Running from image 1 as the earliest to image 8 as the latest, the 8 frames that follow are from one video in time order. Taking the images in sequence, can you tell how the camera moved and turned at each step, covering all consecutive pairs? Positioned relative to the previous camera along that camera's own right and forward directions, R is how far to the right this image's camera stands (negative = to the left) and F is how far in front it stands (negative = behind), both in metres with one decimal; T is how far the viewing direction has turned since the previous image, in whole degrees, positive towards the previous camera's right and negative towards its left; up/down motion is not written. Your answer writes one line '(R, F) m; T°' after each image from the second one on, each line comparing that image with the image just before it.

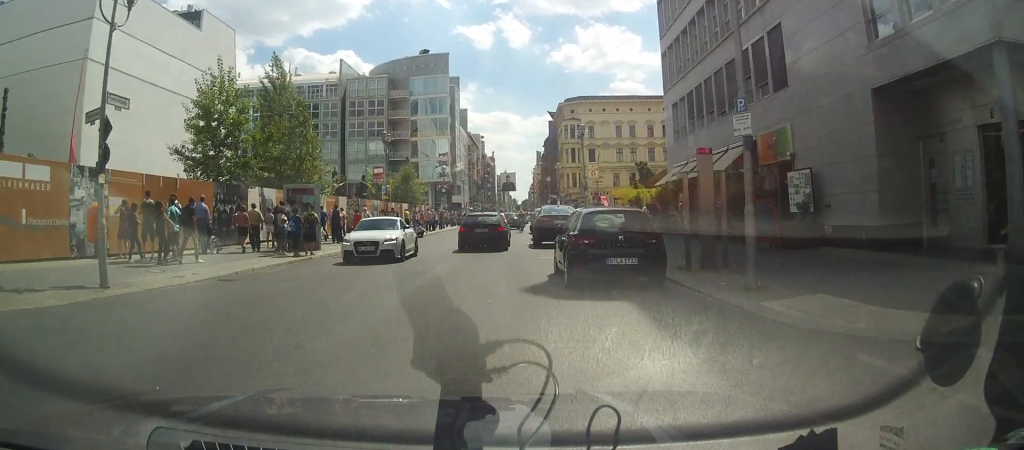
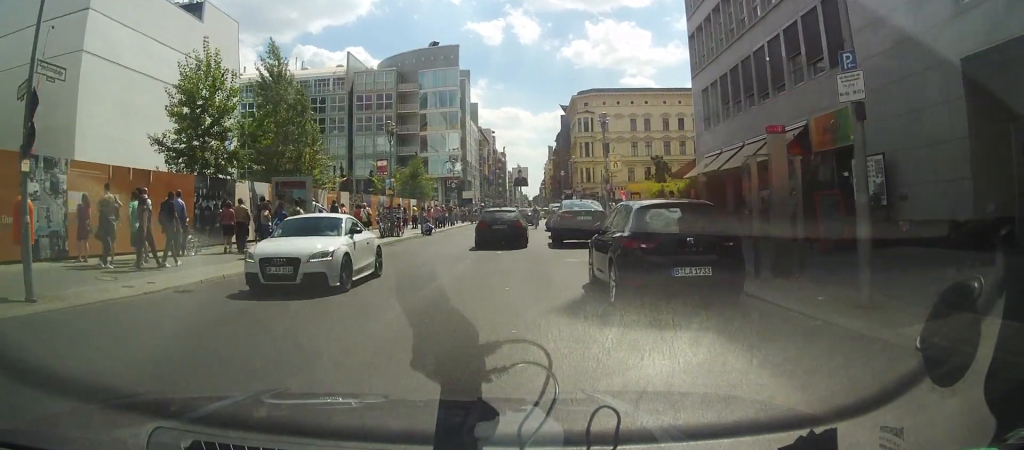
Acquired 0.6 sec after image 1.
(+0.1, +2.8) m; +3°
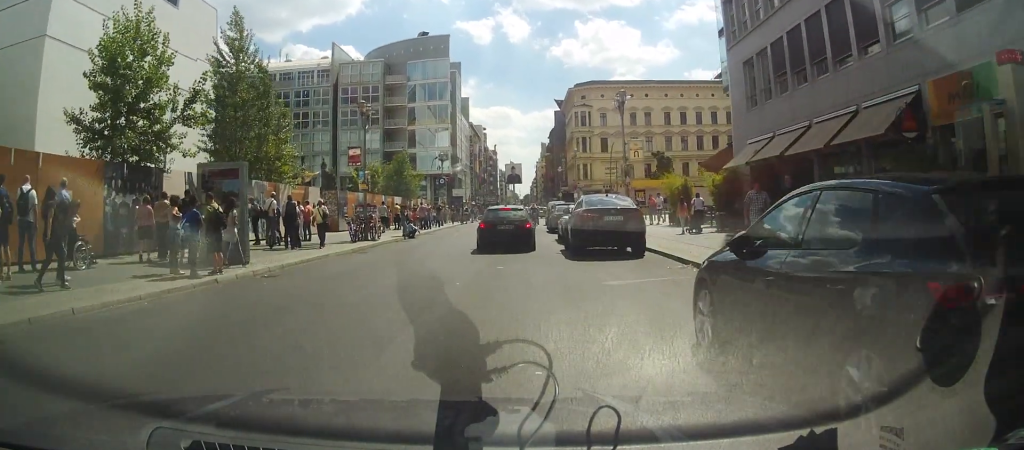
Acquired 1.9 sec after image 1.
(0.0, +5.7) m; 0°
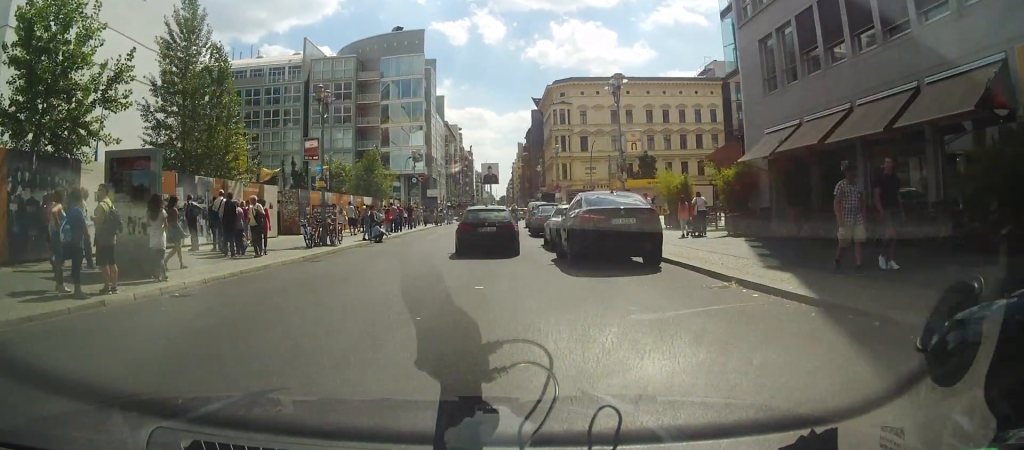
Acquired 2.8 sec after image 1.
(0.0, +3.7) m; 0°
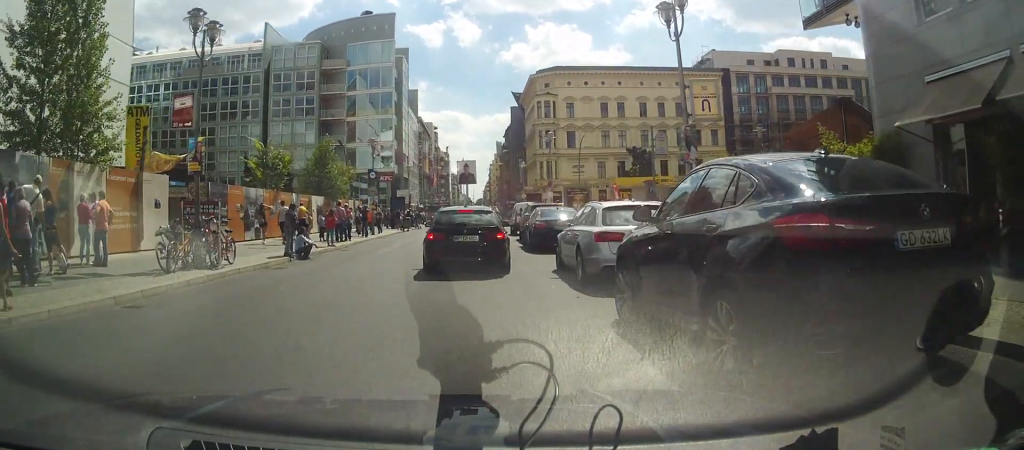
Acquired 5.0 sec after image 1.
(+0.2, +9.5) m; +3°
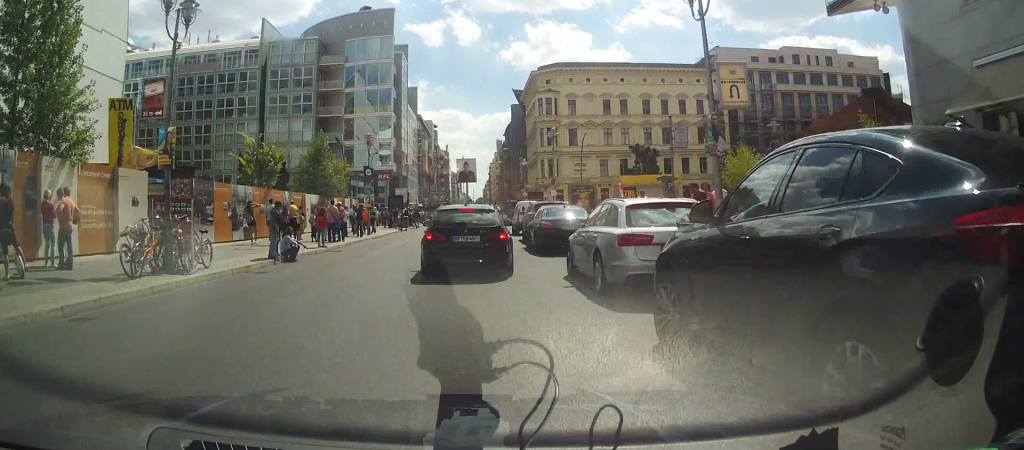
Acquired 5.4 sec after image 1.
(+0.1, +1.5) m; 0°
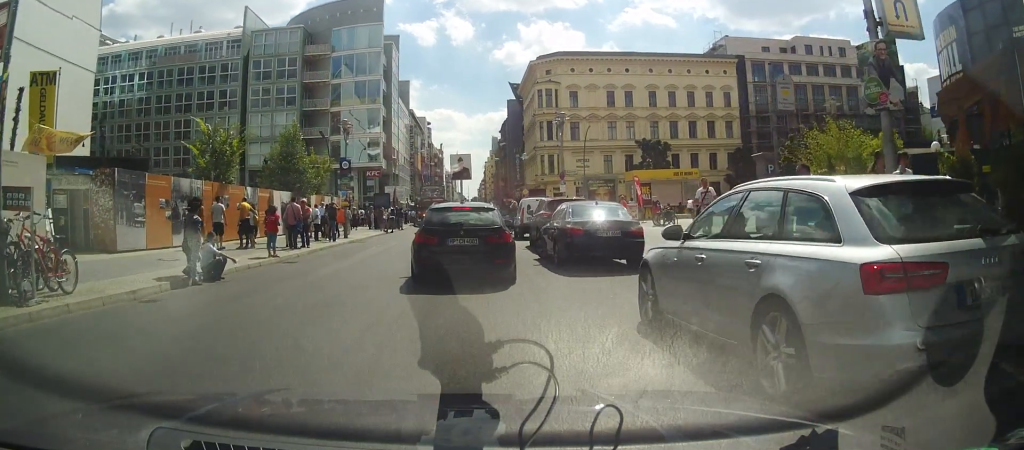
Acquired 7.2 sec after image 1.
(-0.1, +5.7) m; +2°
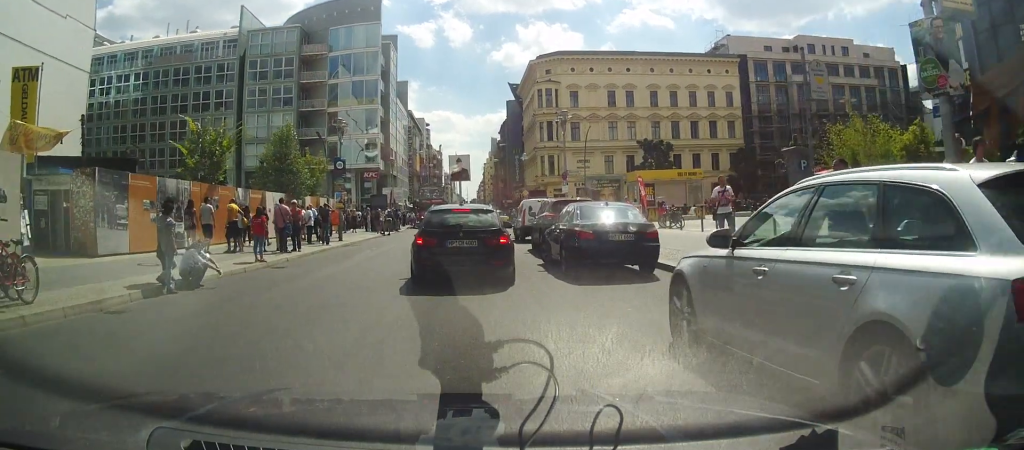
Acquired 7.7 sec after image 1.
(+0.1, +1.2) m; +2°
